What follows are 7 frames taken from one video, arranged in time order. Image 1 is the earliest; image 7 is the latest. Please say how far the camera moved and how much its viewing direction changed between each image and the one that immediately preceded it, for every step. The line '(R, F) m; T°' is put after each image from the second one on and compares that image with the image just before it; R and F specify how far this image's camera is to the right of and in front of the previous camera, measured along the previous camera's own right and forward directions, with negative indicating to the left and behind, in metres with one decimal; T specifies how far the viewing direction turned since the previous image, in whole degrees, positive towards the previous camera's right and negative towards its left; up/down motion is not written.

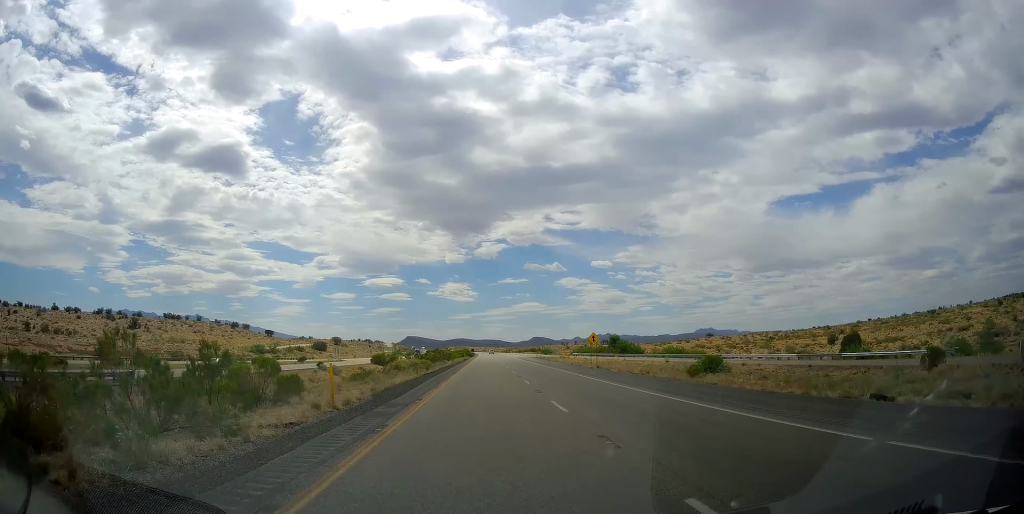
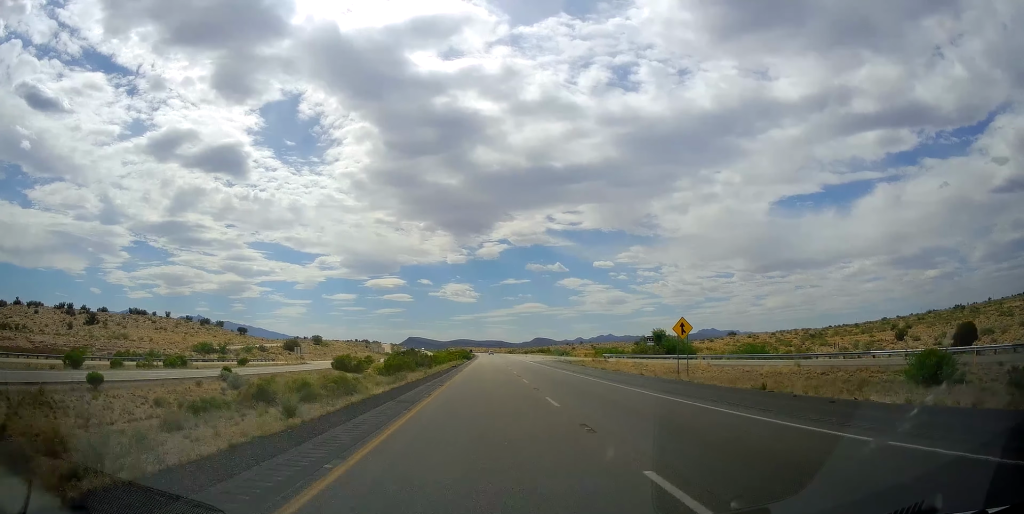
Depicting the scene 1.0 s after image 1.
(+0.1, +35.1) m; 0°
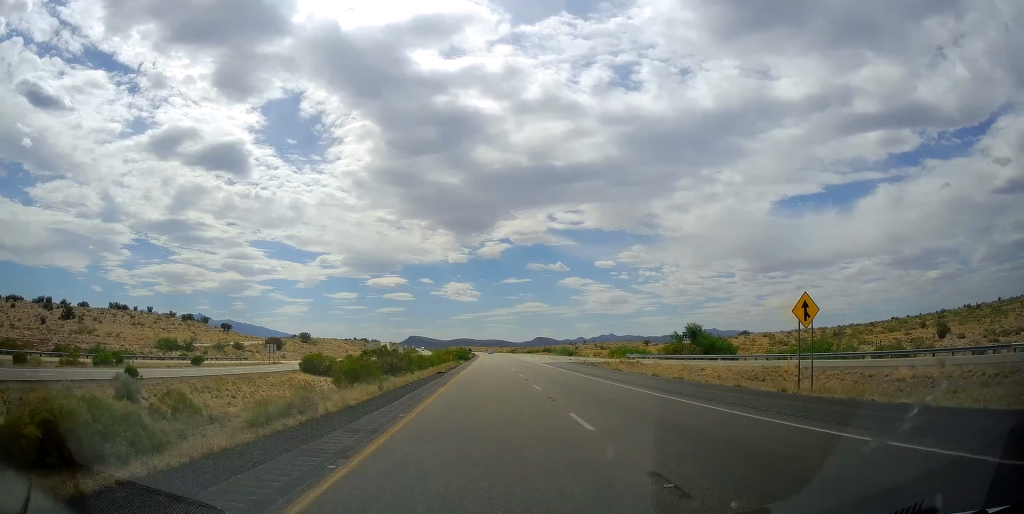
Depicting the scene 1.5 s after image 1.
(+0.1, +17.5) m; 0°
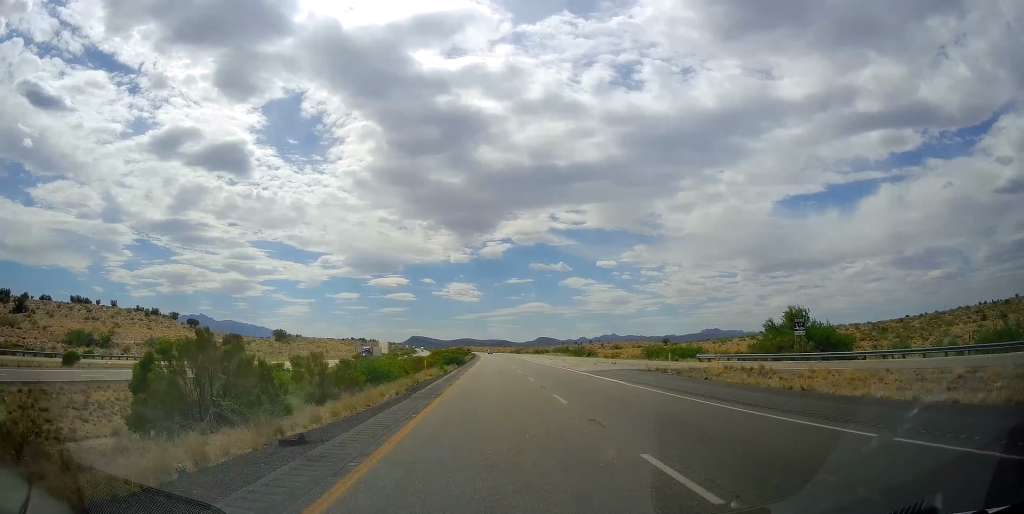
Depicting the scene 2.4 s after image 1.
(-0.3, +30.1) m; 0°
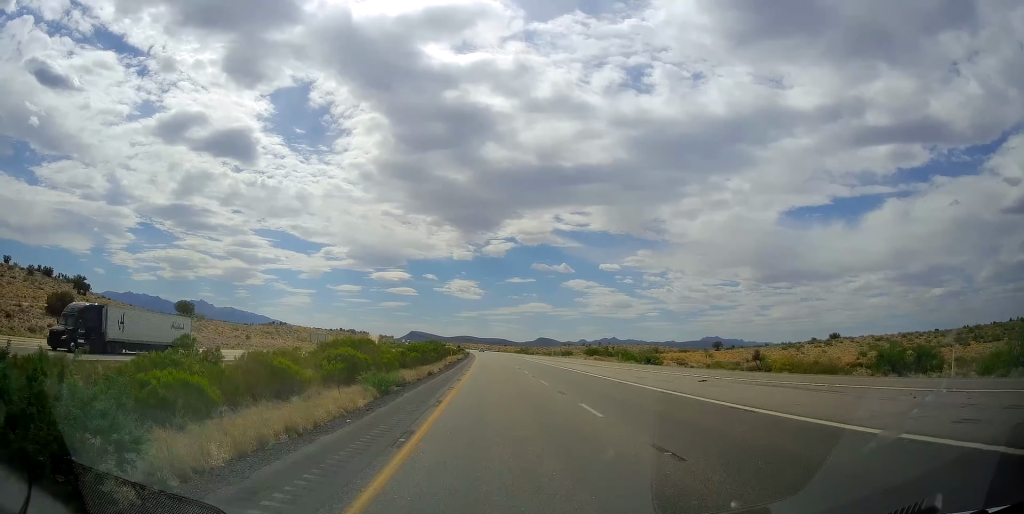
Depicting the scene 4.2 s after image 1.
(+0.3, +64.5) m; 0°
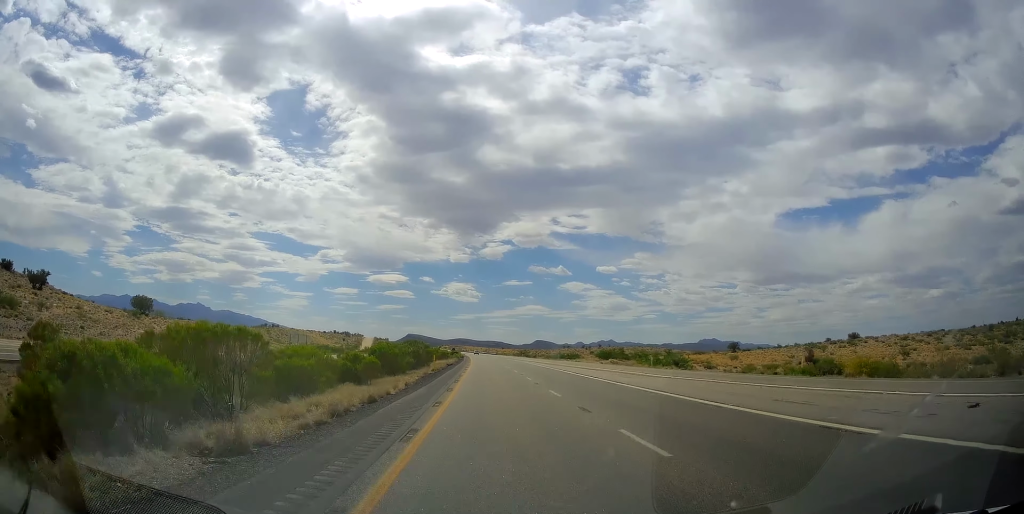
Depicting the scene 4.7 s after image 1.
(-0.1, +17.4) m; 0°
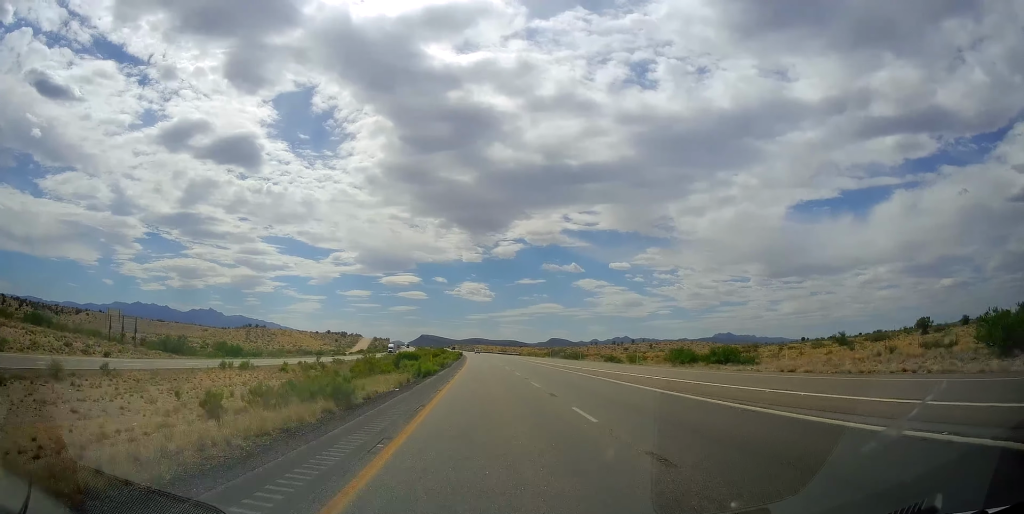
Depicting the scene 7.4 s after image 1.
(+0.4, +92.5) m; 0°
